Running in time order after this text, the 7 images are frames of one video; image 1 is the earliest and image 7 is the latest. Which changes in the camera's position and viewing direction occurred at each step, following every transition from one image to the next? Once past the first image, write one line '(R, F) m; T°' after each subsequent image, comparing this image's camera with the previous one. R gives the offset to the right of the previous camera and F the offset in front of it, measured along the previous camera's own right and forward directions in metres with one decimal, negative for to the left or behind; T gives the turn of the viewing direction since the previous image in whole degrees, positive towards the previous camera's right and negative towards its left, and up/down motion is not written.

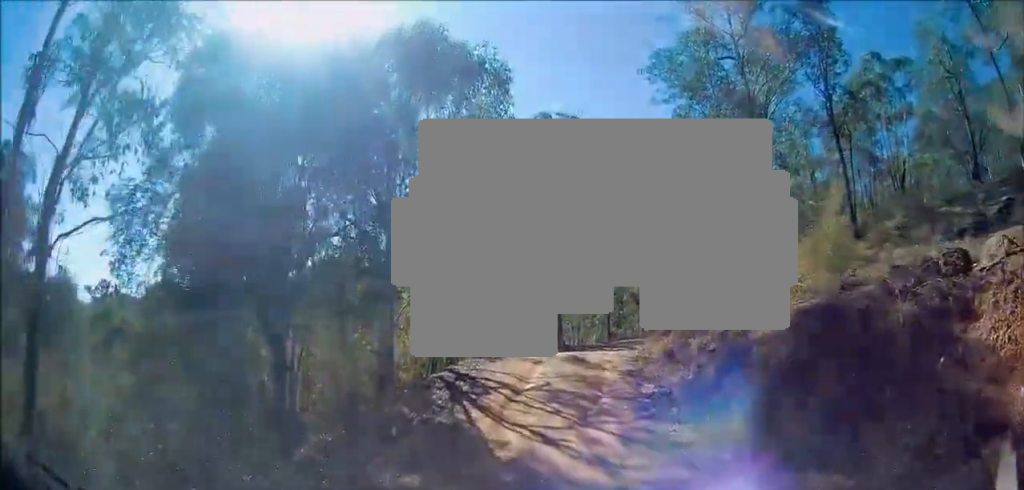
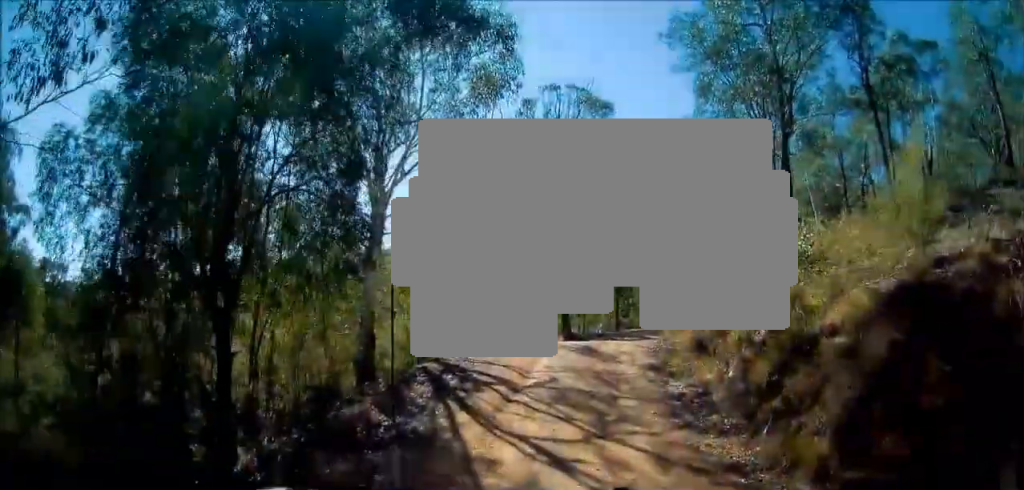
(-0.2, +2.5) m; +2°
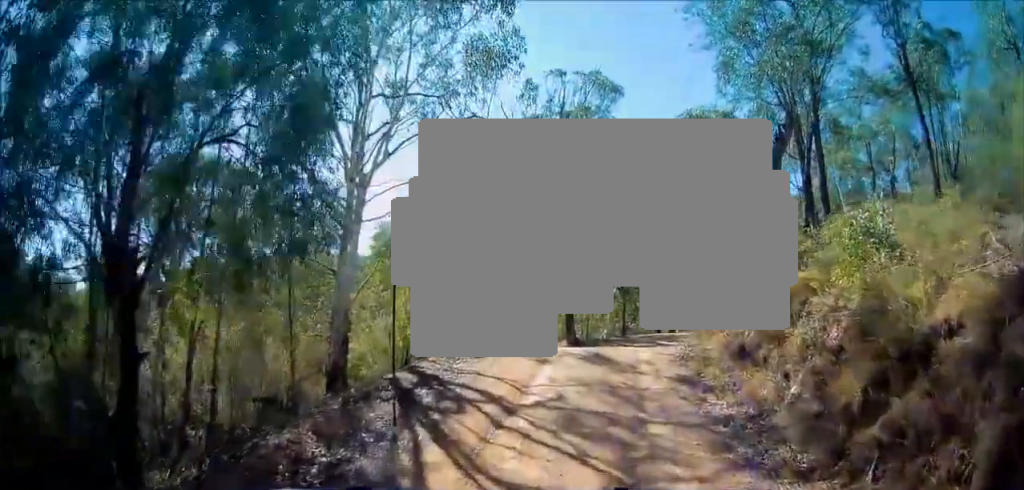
(+0.1, +2.5) m; +3°
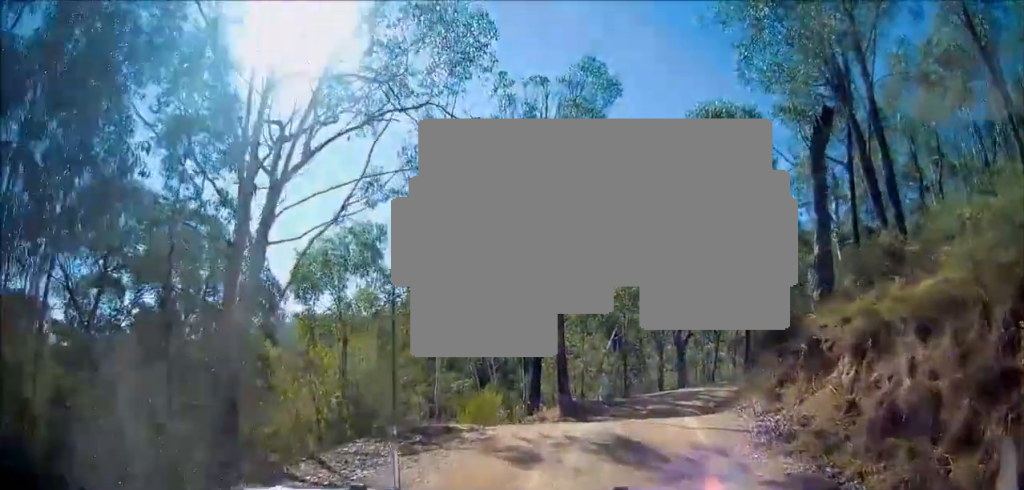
(+0.3, +4.8) m; +3°
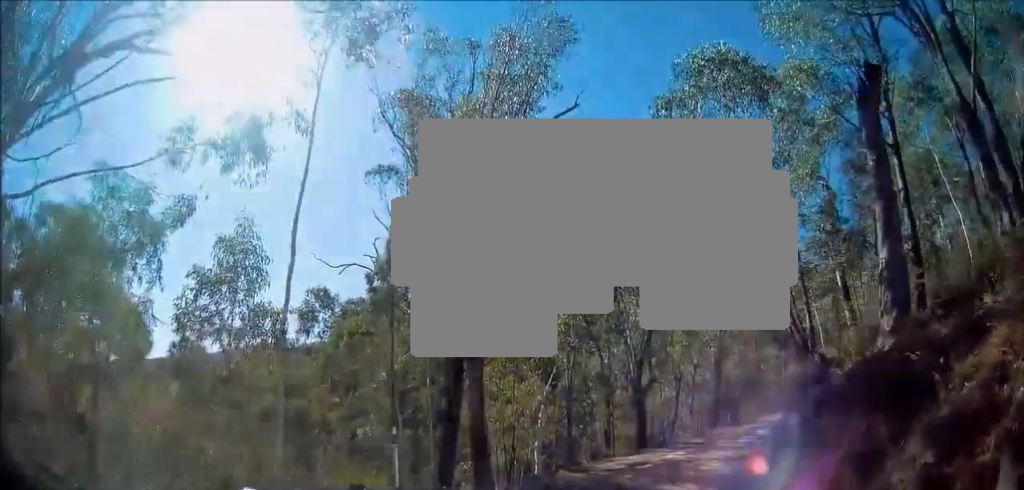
(-0.1, +6.7) m; +2°
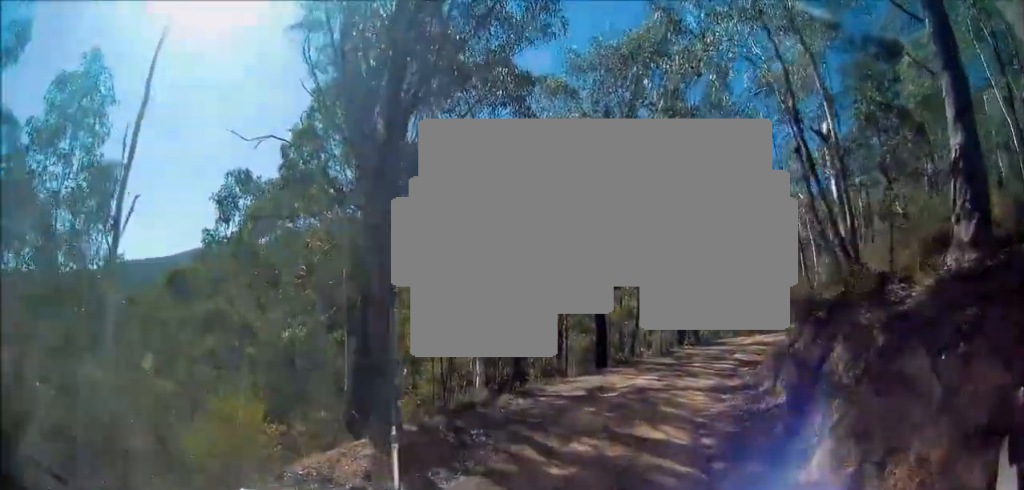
(+0.3, +3.6) m; +4°
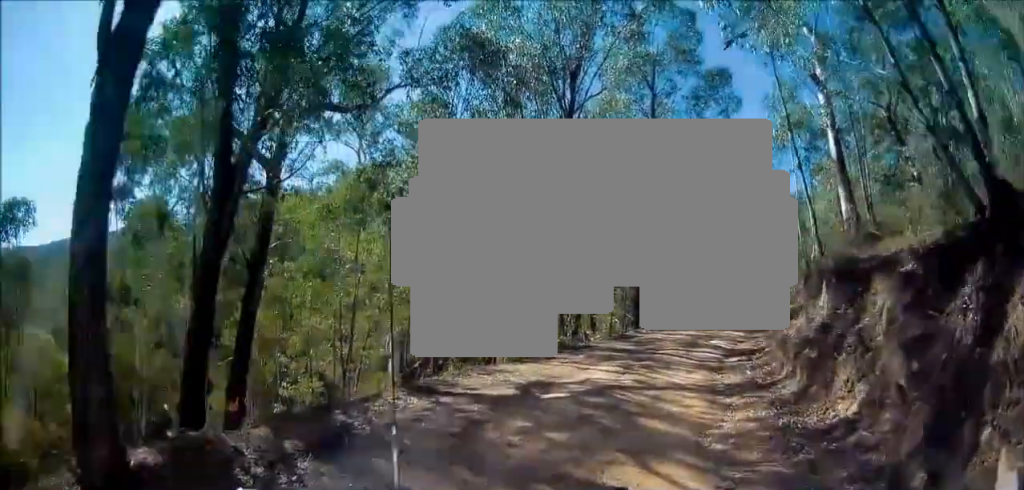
(0.0, +4.4) m; +2°
